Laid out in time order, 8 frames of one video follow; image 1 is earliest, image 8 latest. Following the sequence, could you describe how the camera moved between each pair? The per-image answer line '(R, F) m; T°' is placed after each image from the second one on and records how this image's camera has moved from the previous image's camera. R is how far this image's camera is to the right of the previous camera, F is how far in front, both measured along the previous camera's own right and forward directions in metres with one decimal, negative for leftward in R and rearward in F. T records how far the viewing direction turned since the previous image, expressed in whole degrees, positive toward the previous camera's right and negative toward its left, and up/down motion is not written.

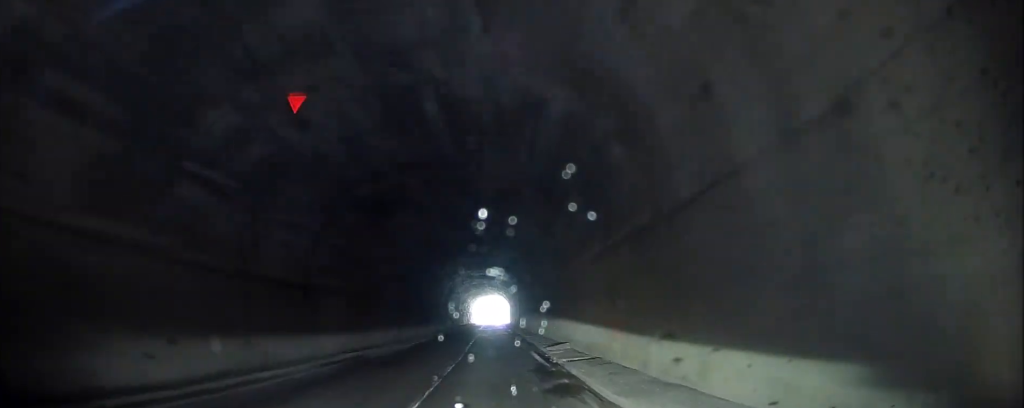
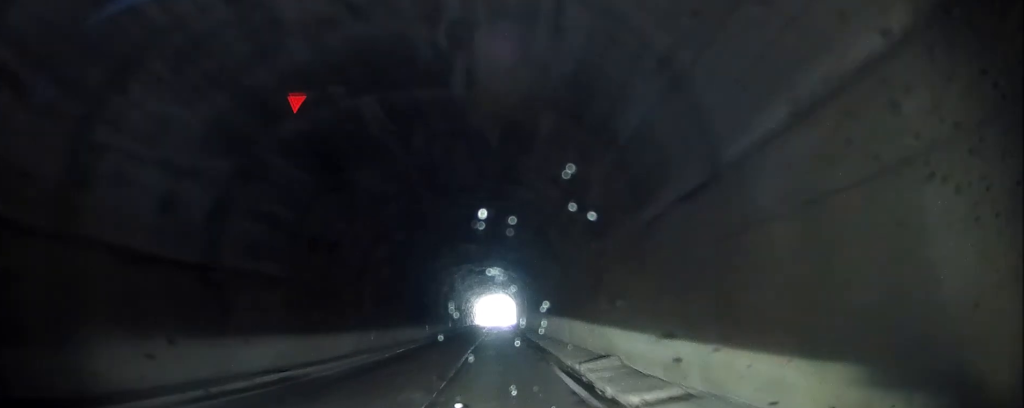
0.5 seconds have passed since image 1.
(0.0, +8.2) m; 0°
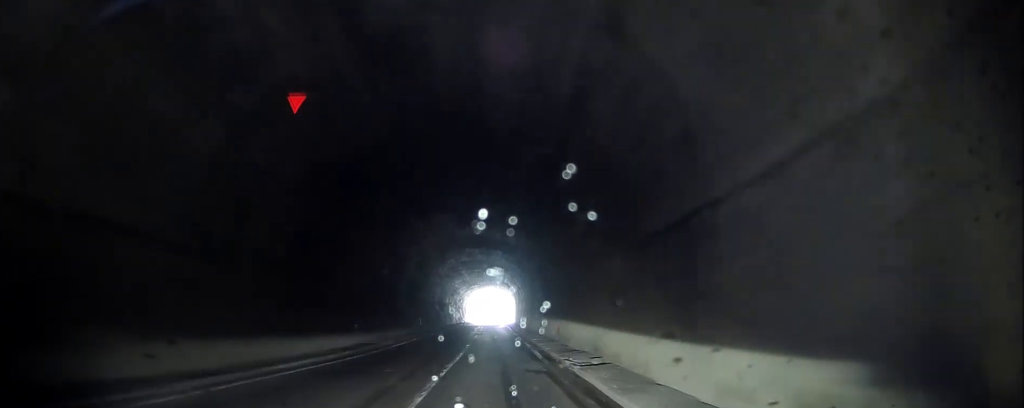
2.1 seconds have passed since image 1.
(-0.1, +25.6) m; 0°
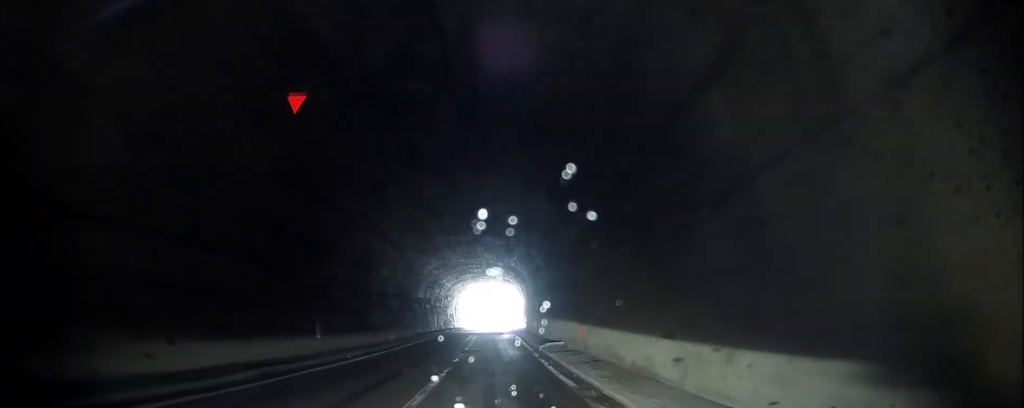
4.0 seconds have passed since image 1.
(0.0, +30.9) m; 0°
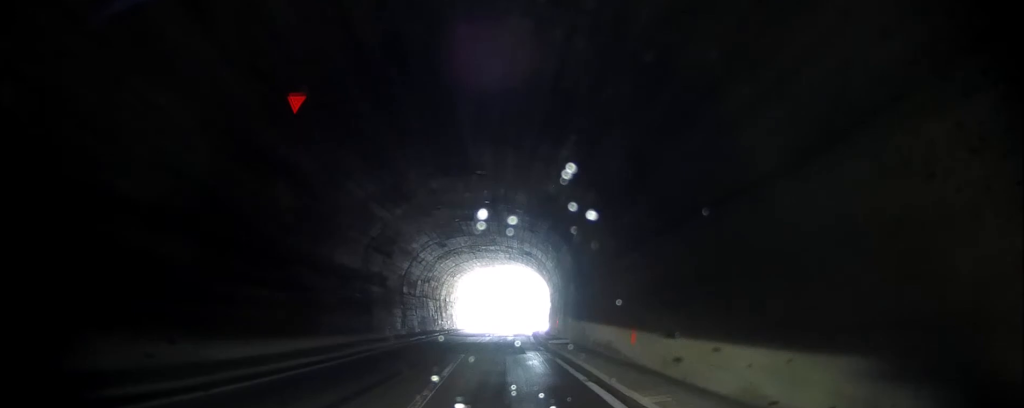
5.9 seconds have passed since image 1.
(0.0, +30.8) m; 0°
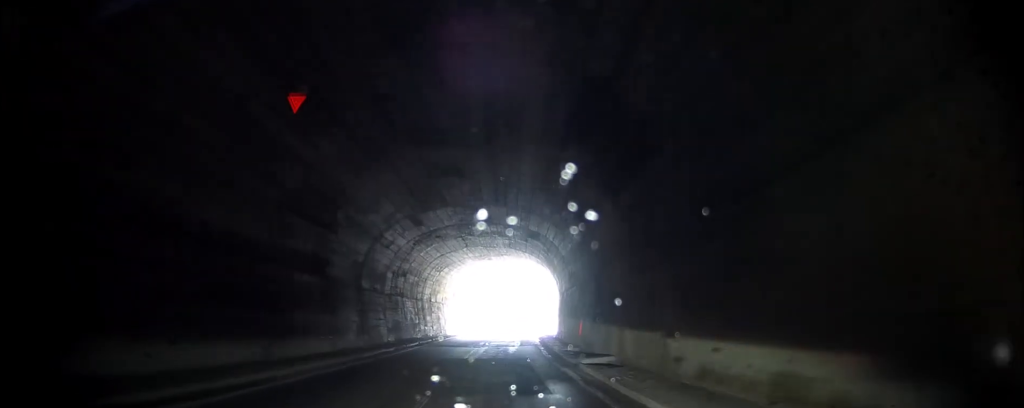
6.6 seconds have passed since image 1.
(0.0, +11.9) m; 0°
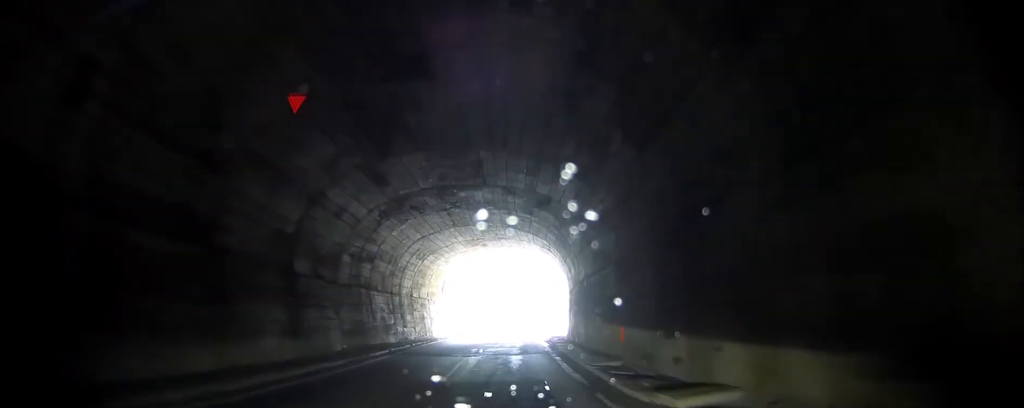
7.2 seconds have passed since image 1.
(0.0, +9.7) m; +1°
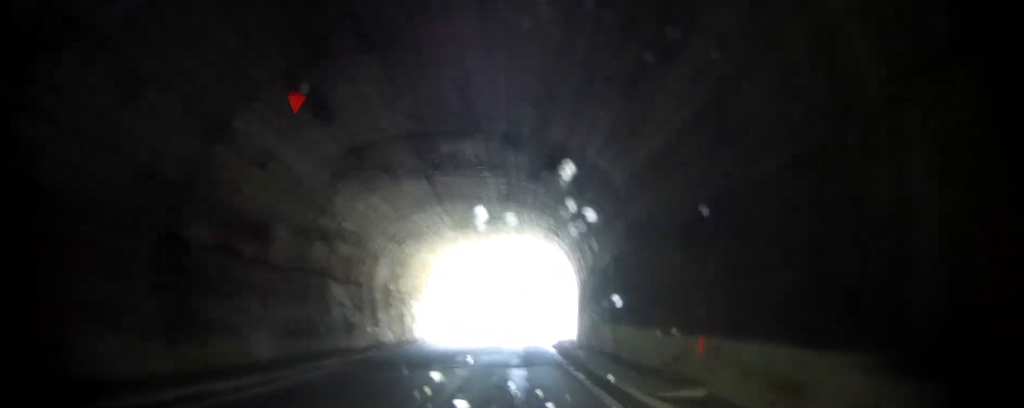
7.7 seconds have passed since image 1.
(-0.1, +7.5) m; +2°
